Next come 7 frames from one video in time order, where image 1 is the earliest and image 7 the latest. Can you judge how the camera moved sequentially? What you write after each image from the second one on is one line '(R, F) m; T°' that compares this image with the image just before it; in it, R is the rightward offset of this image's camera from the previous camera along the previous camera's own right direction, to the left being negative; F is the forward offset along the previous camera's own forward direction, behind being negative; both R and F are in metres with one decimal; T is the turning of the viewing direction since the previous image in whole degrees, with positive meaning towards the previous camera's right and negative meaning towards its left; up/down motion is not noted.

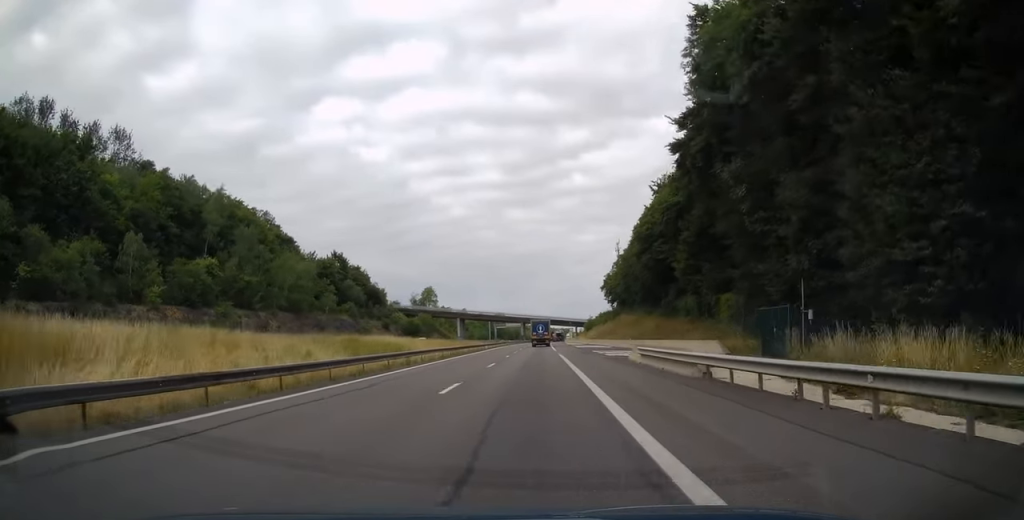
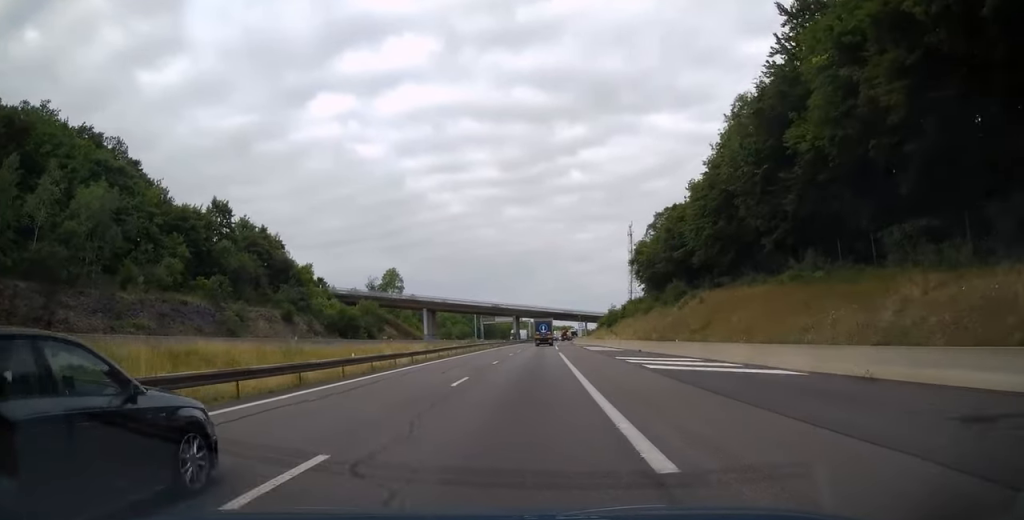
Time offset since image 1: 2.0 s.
(-0.3, +49.7) m; 0°
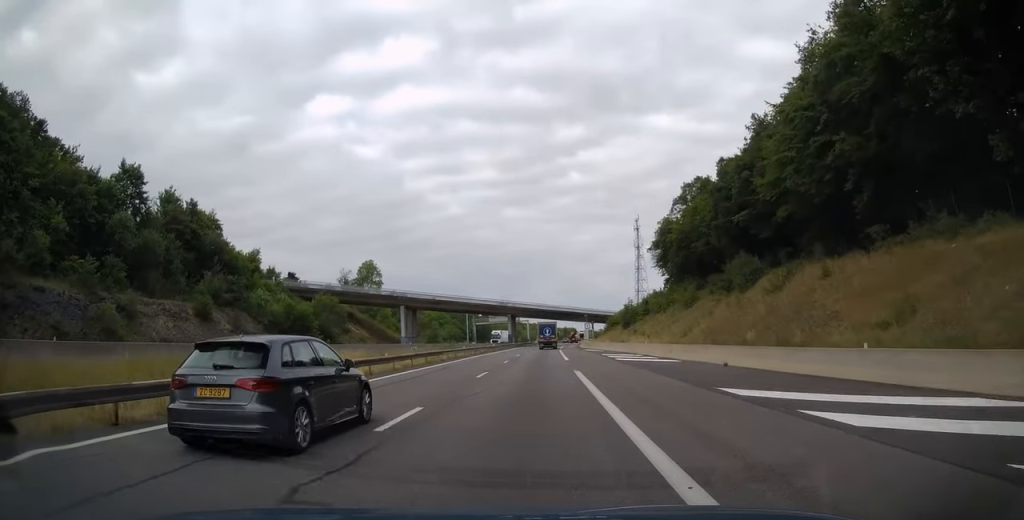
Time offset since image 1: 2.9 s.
(+0.1, +20.8) m; 0°
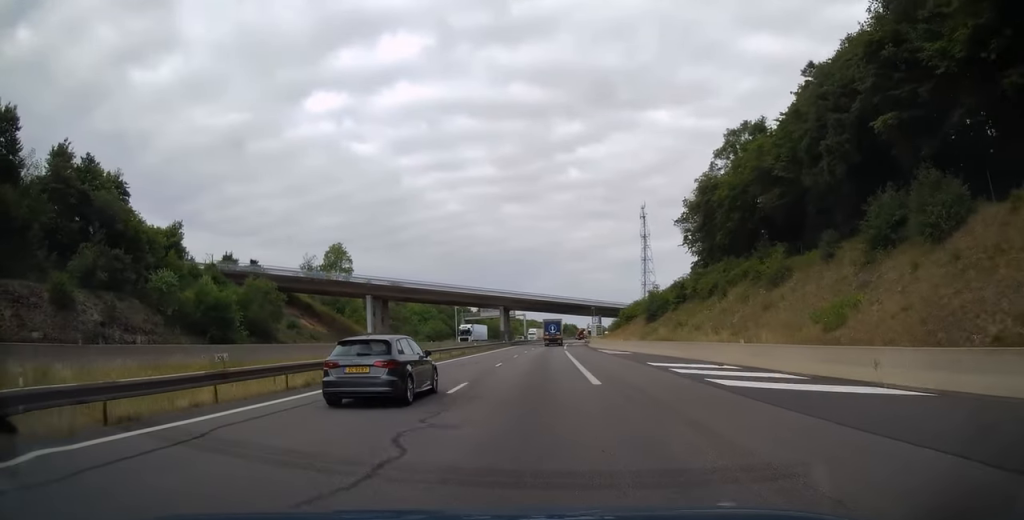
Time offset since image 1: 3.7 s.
(0.0, +20.4) m; 0°
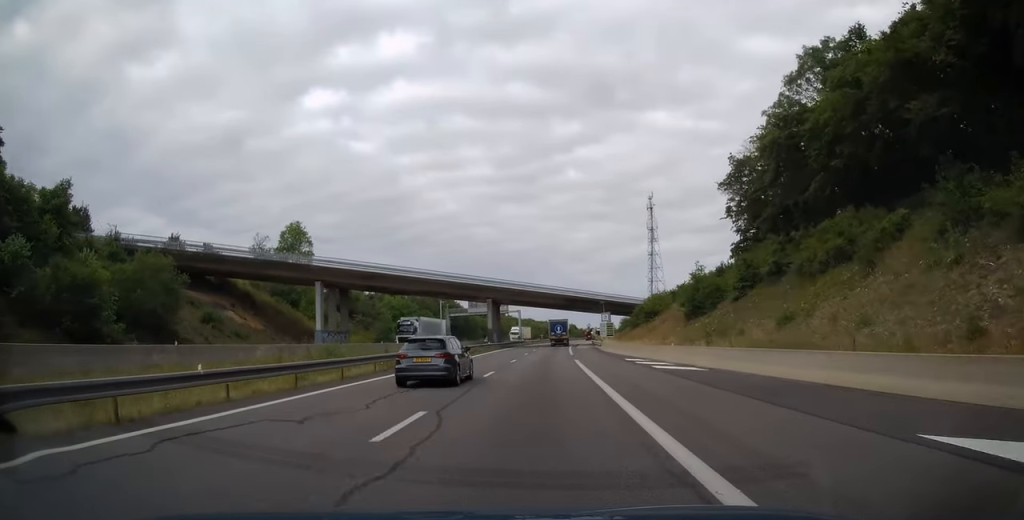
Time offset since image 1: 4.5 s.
(0.0, +19.6) m; 0°
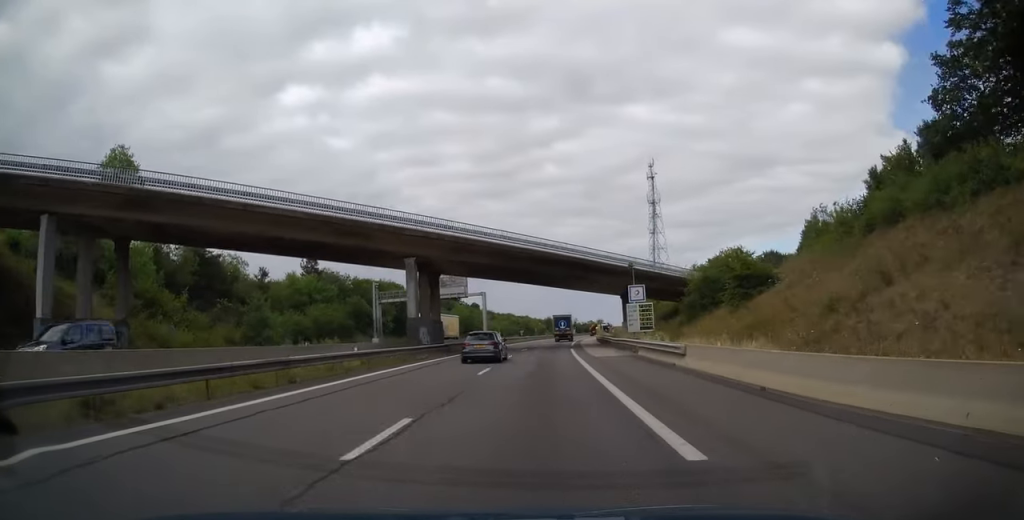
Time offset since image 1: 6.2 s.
(0.0, +40.4) m; +1°
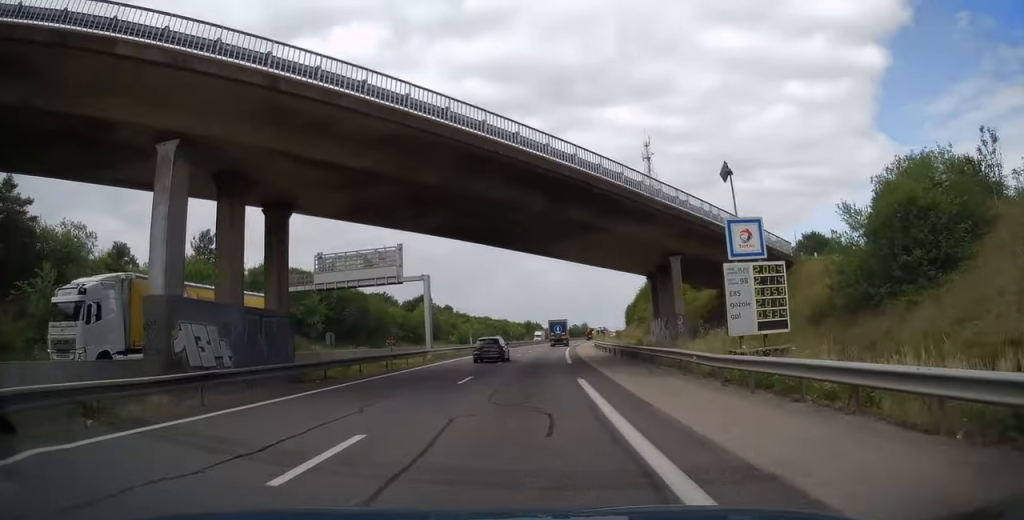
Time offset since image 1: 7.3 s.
(+0.4, +27.0) m; +2°
